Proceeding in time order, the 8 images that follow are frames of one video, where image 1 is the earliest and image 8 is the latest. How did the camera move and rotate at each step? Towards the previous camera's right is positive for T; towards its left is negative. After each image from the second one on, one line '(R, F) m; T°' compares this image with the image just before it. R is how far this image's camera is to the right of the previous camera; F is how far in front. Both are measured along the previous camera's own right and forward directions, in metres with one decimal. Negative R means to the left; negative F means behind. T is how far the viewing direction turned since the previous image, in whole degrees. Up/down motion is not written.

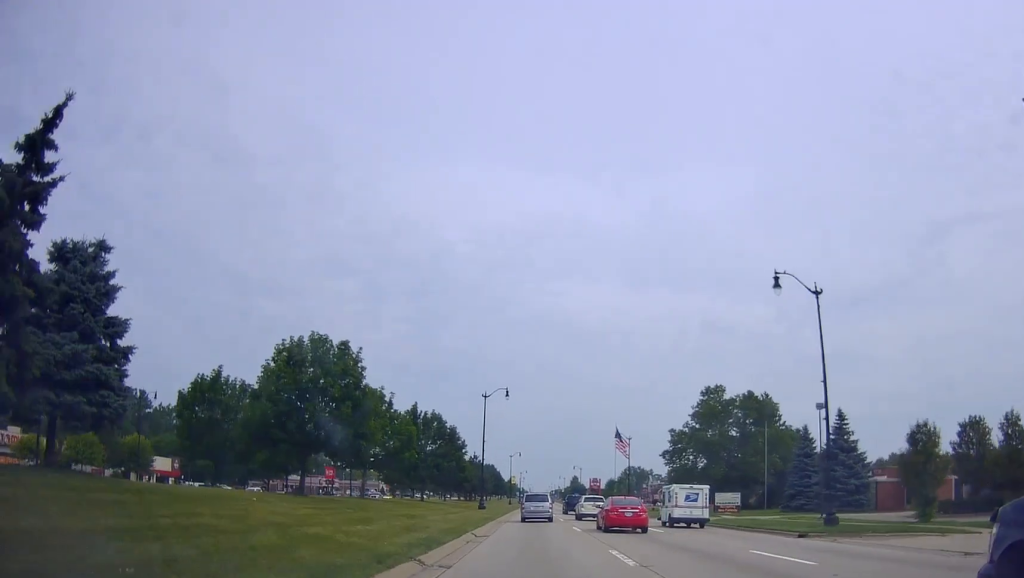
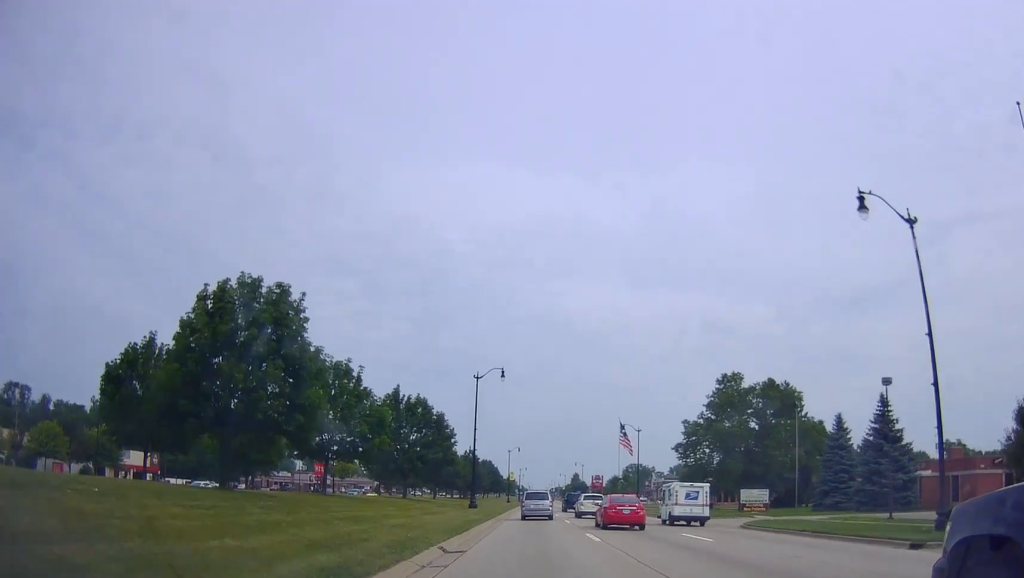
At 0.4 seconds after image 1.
(+0.3, +8.2) m; -1°
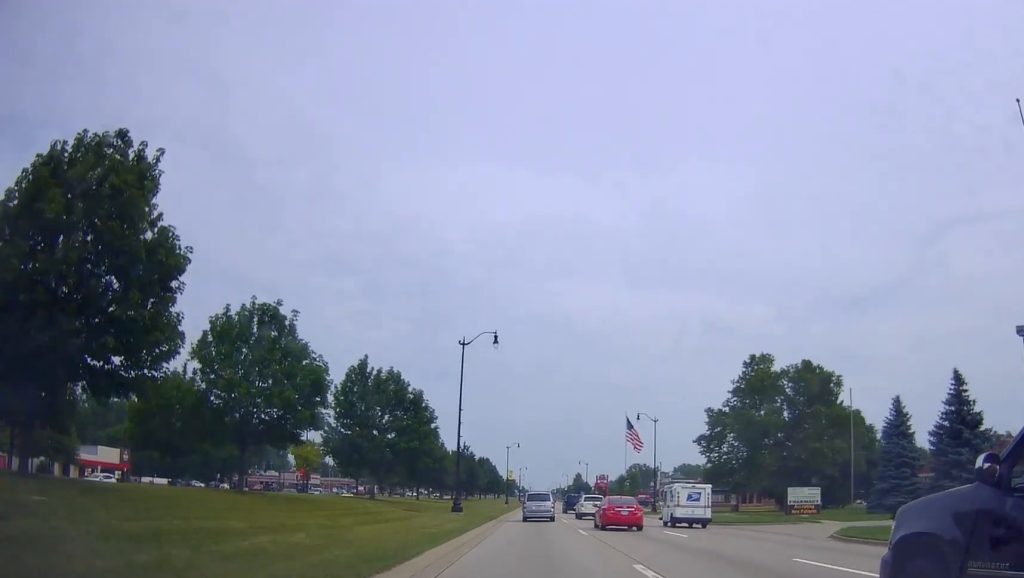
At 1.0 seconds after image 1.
(-0.3, +10.9) m; 0°
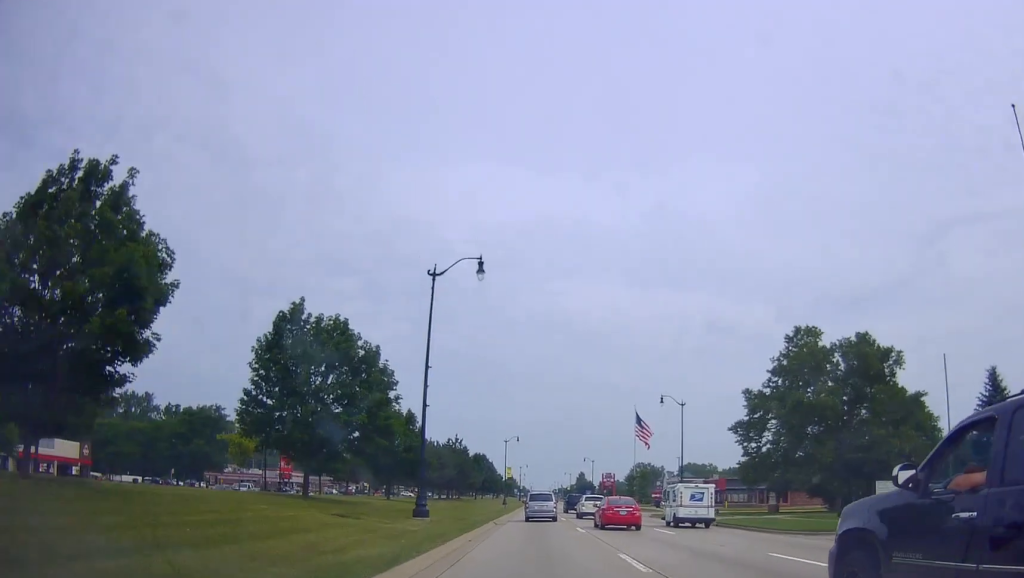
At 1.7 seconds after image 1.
(-0.3, +12.8) m; 0°
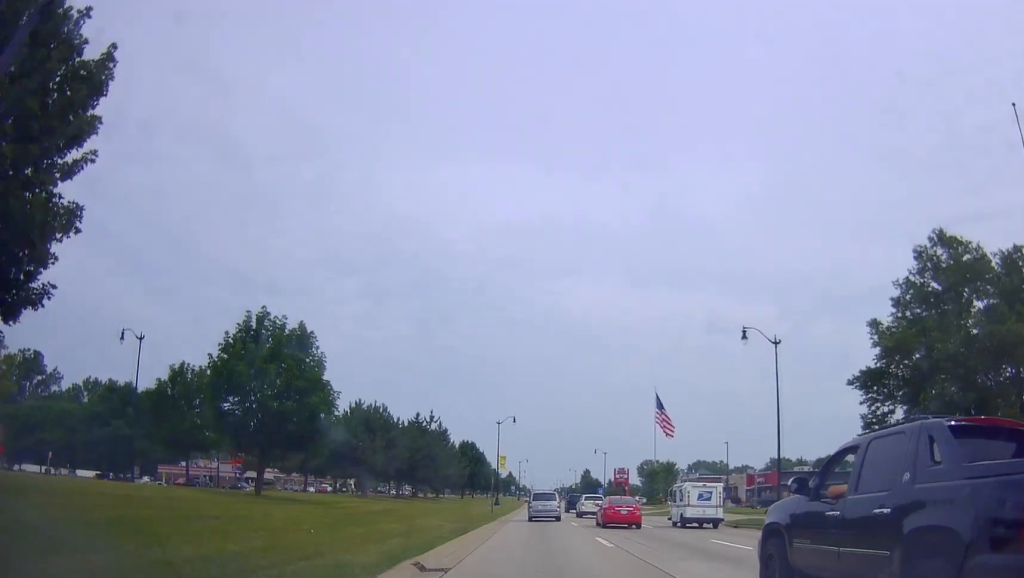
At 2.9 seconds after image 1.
(+0.4, +23.7) m; 0°
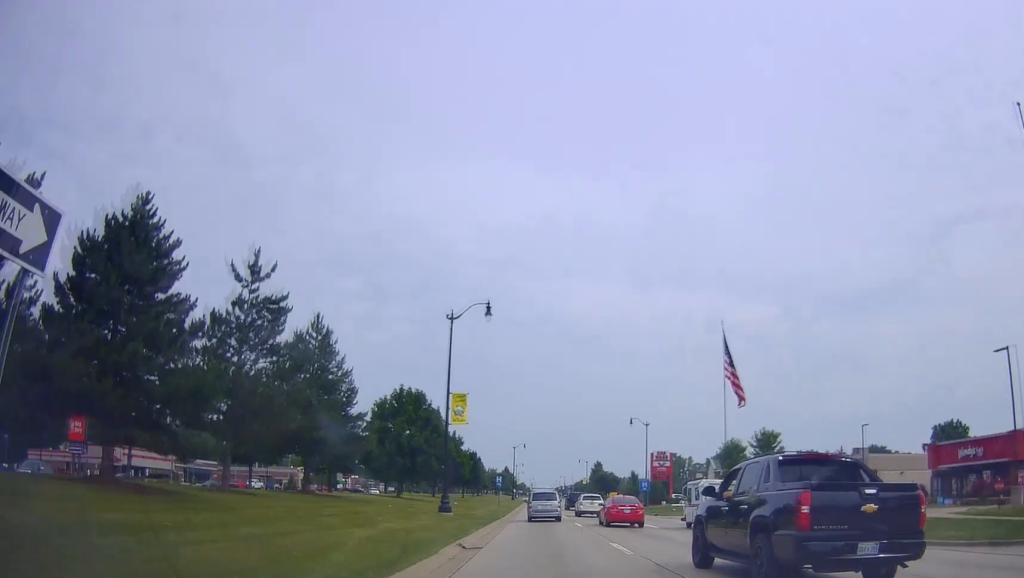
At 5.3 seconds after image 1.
(+0.3, +46.7) m; -1°
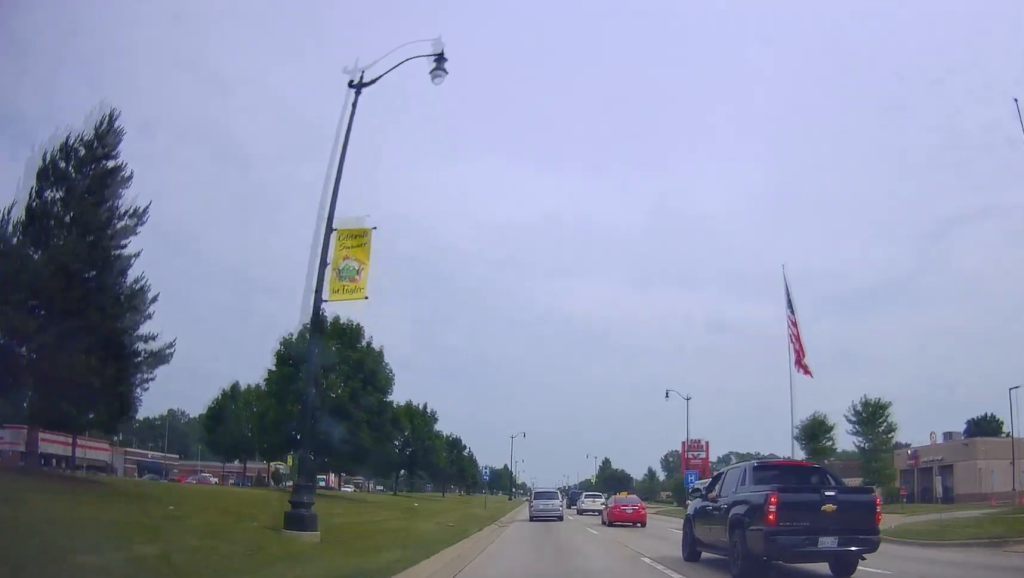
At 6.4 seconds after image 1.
(-0.5, +20.9) m; 0°
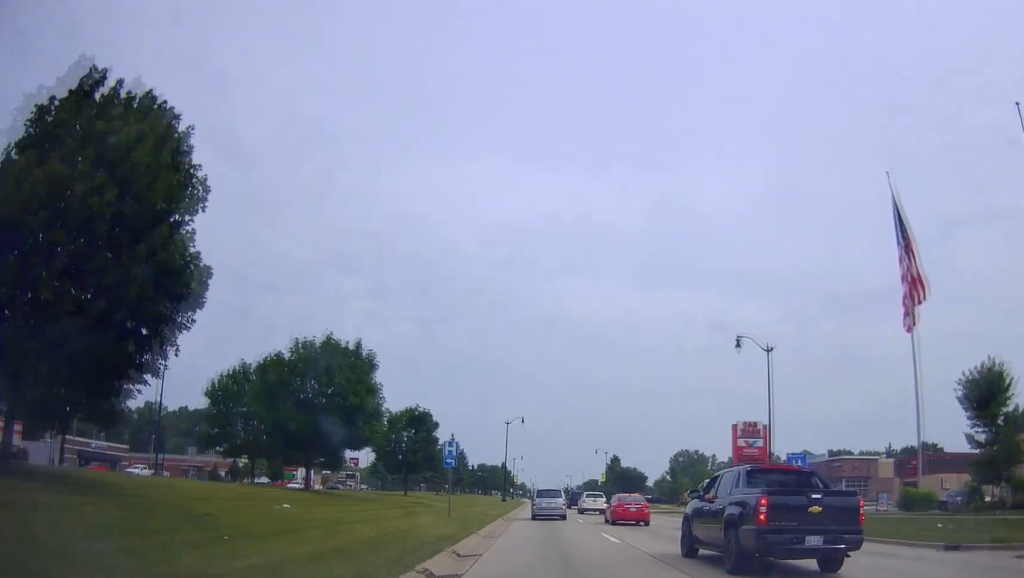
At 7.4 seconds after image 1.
(+0.7, +20.9) m; 0°
